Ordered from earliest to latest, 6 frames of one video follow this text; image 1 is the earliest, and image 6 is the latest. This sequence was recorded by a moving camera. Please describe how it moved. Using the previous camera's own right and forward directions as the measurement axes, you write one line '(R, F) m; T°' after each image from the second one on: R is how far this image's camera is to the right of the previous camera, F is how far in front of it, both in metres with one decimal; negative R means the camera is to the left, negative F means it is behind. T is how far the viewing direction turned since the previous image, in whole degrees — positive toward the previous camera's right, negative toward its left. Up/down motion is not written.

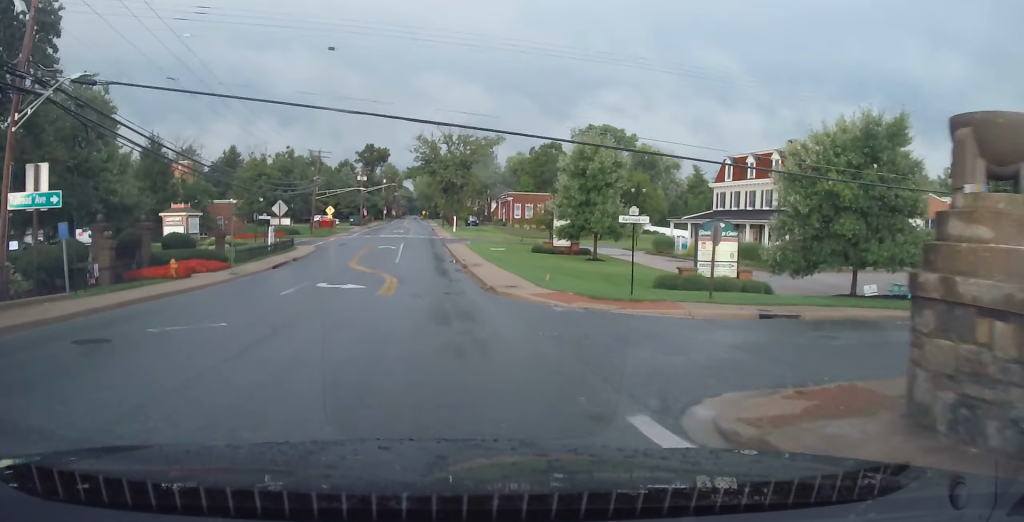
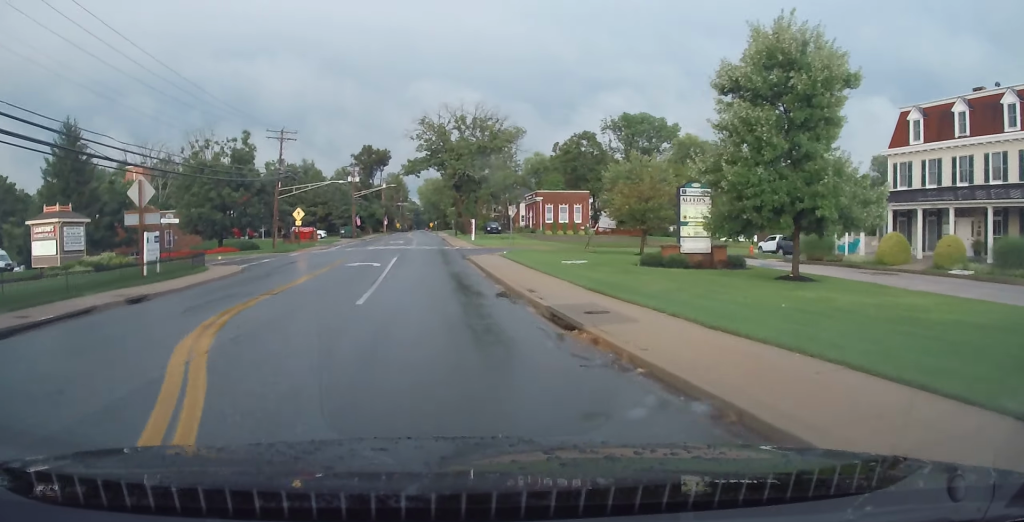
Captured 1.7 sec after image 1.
(-0.8, +24.8) m; -2°
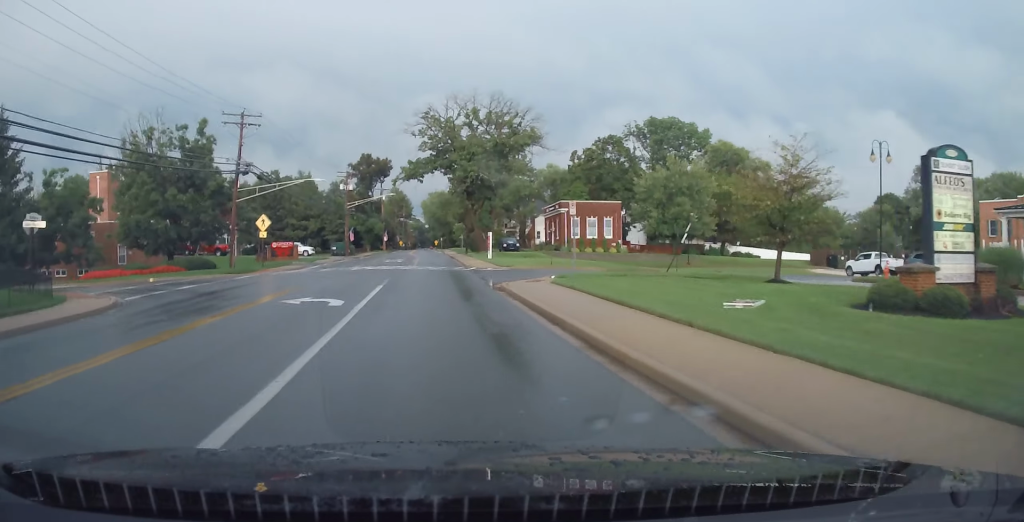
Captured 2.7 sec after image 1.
(+0.4, +14.3) m; +2°
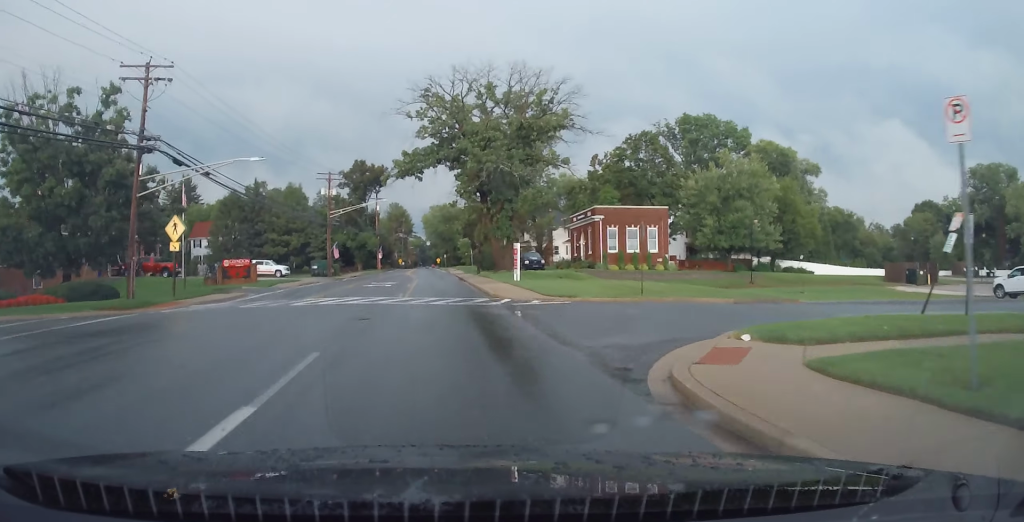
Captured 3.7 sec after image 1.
(+0.2, +16.2) m; -1°
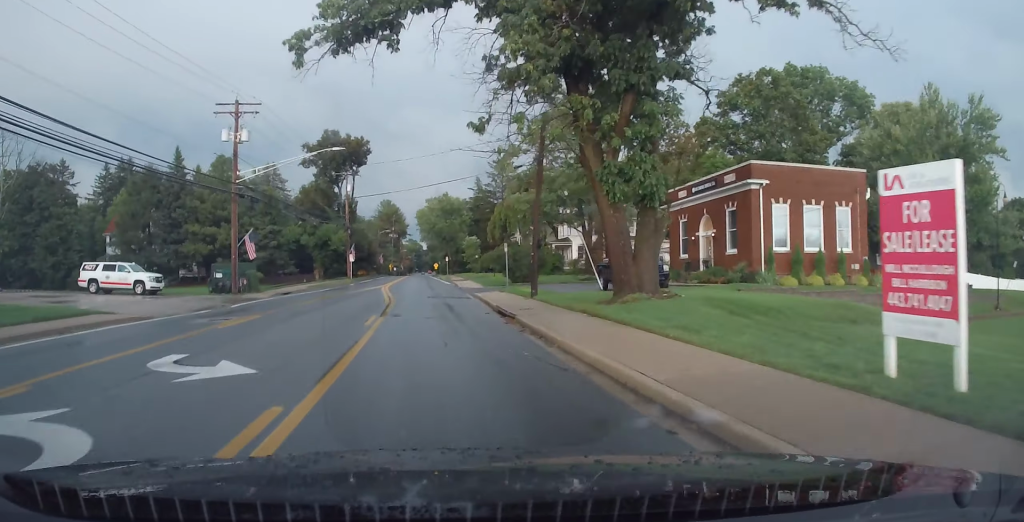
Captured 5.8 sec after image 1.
(-0.7, +33.4) m; +1°
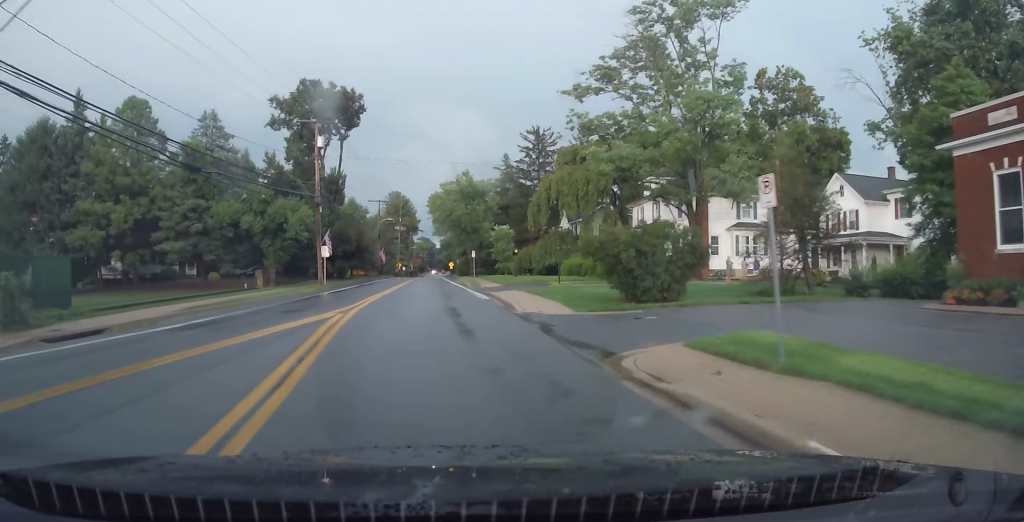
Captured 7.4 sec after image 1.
(-0.5, +25.8) m; -3°
